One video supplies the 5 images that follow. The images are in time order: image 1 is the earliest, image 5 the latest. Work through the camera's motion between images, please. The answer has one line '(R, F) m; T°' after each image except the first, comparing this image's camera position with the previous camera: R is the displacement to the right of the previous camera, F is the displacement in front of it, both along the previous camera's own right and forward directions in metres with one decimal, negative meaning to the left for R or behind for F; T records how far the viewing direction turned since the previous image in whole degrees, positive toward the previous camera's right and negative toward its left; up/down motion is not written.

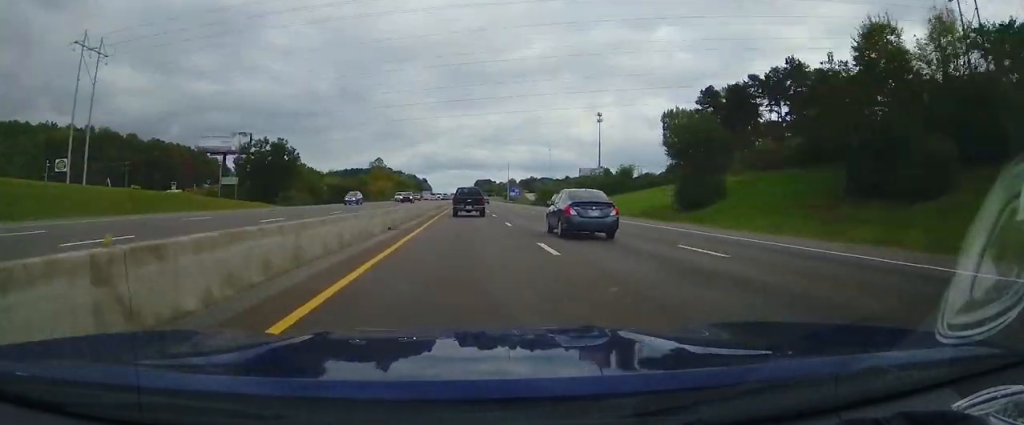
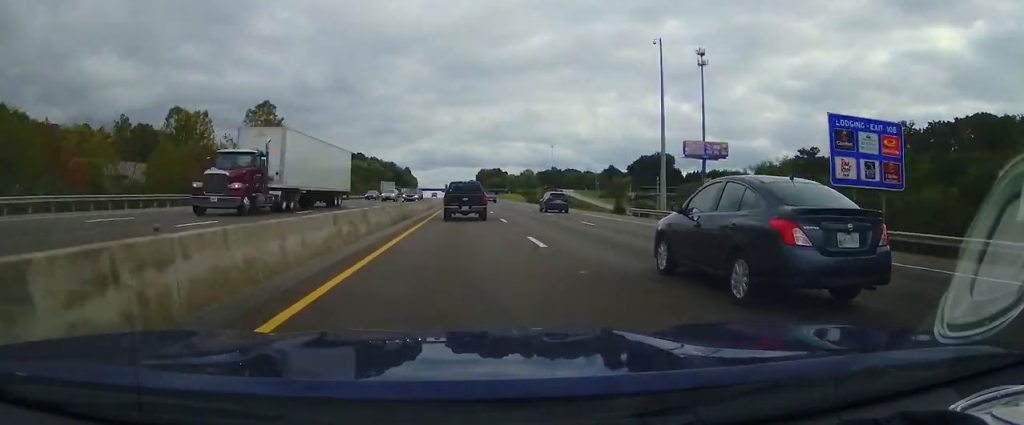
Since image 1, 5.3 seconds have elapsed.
(+0.4, +161.2) m; 0°
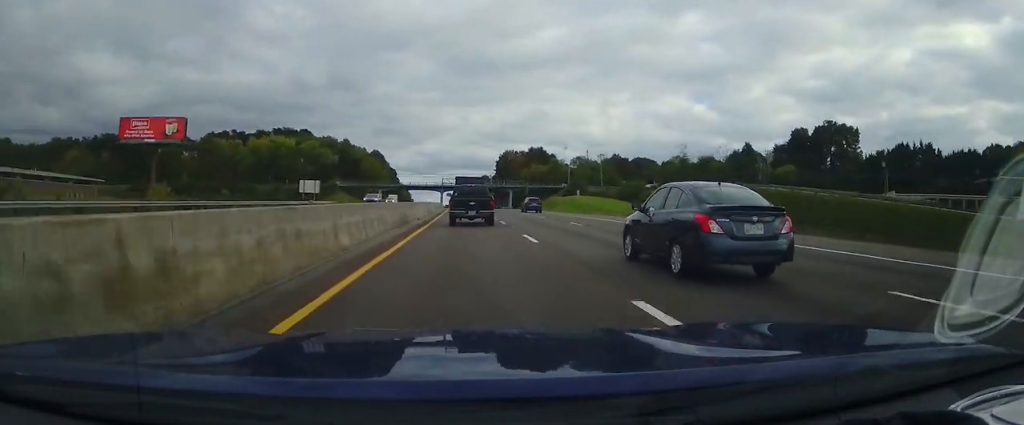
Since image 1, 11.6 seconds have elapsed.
(-2.5, +184.6) m; -2°
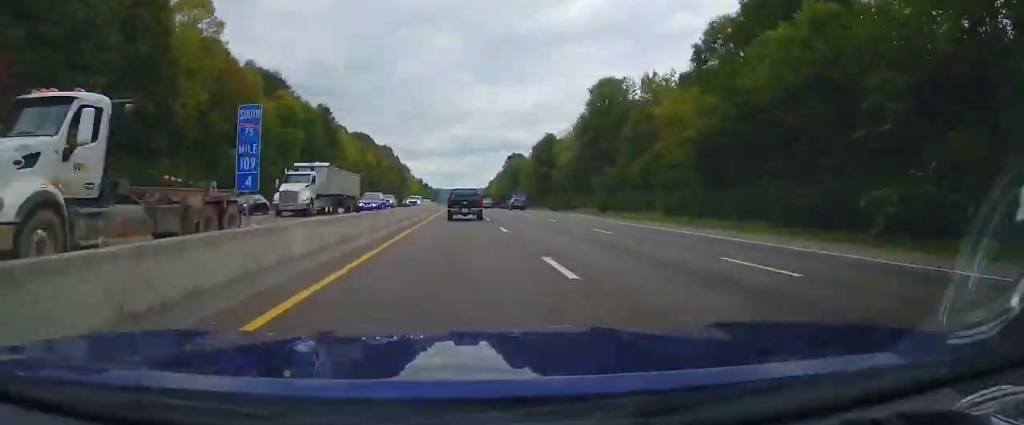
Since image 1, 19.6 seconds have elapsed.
(-5.1, +243.6) m; -2°
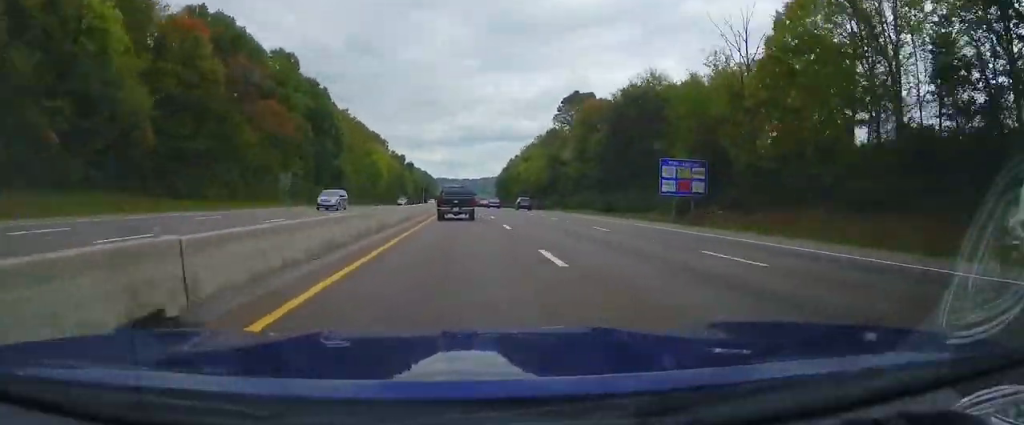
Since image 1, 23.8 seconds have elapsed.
(-1.2, +131.3) m; 0°
